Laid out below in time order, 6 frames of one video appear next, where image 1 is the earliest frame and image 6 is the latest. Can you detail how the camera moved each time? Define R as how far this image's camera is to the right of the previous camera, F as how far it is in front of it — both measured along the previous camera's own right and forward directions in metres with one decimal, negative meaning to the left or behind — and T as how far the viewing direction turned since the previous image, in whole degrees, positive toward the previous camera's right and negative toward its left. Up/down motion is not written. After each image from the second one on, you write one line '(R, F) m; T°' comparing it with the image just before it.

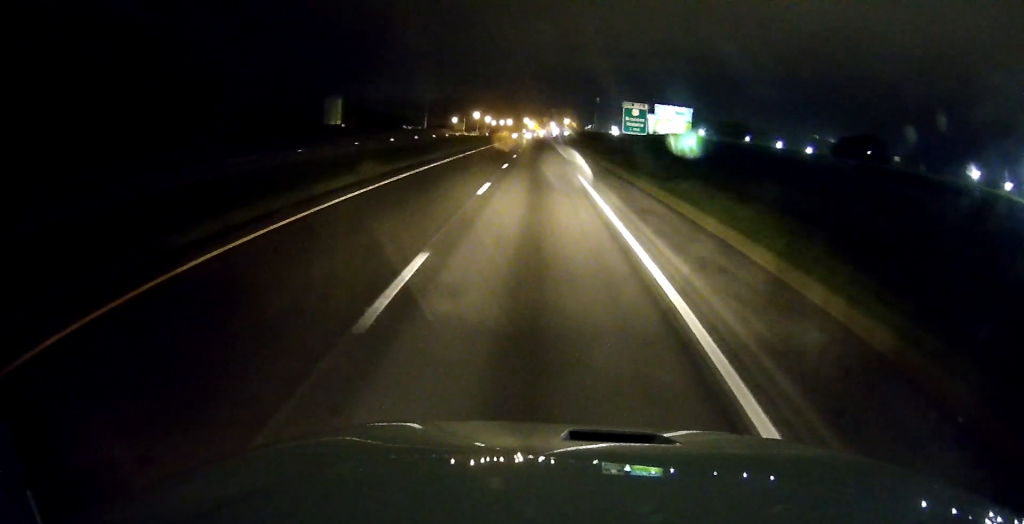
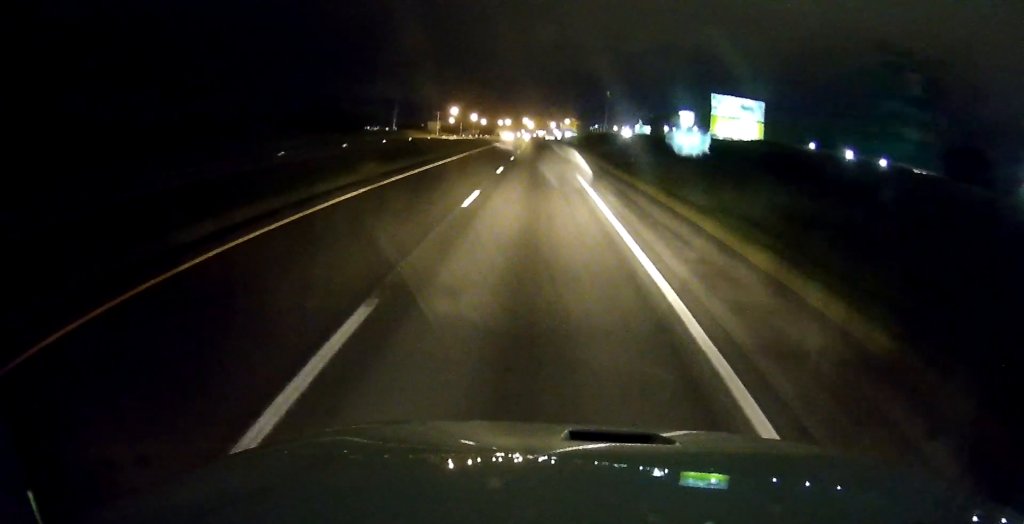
(-0.4, +63.5) m; 0°
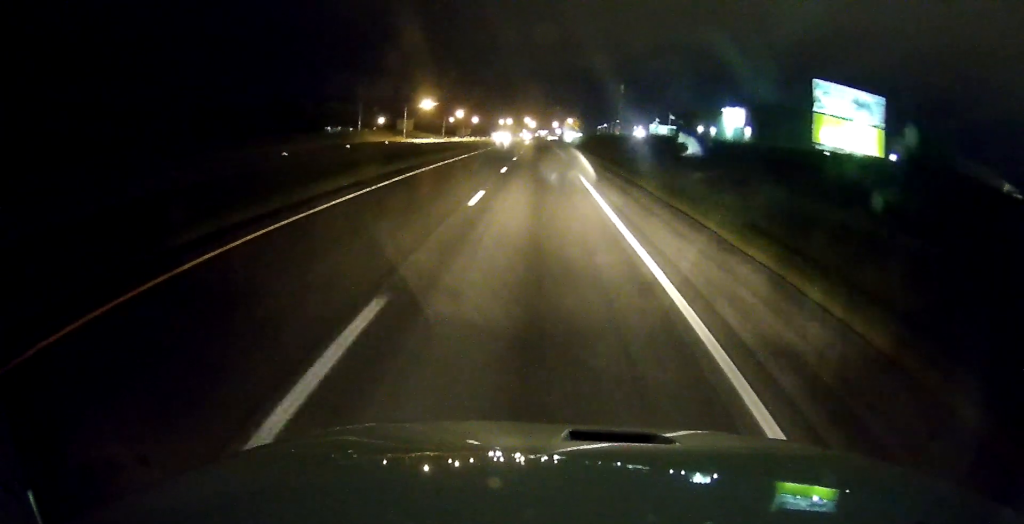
(0.0, +48.4) m; 0°
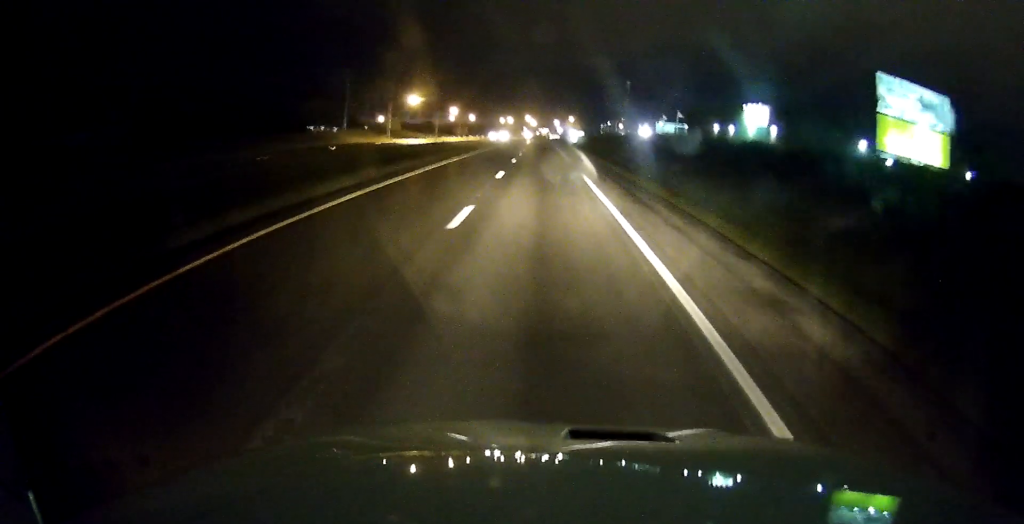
(0.0, +16.1) m; 0°
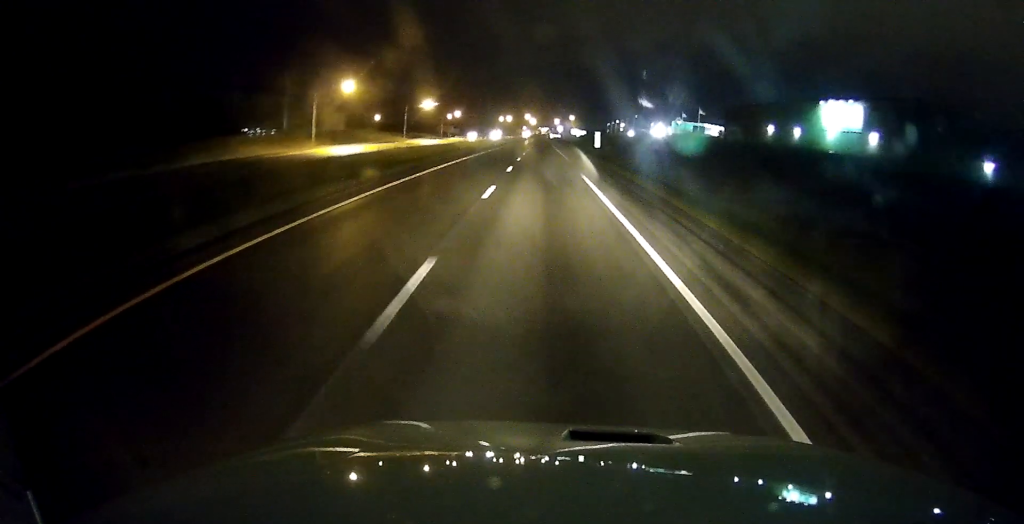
(0.0, +42.4) m; 0°
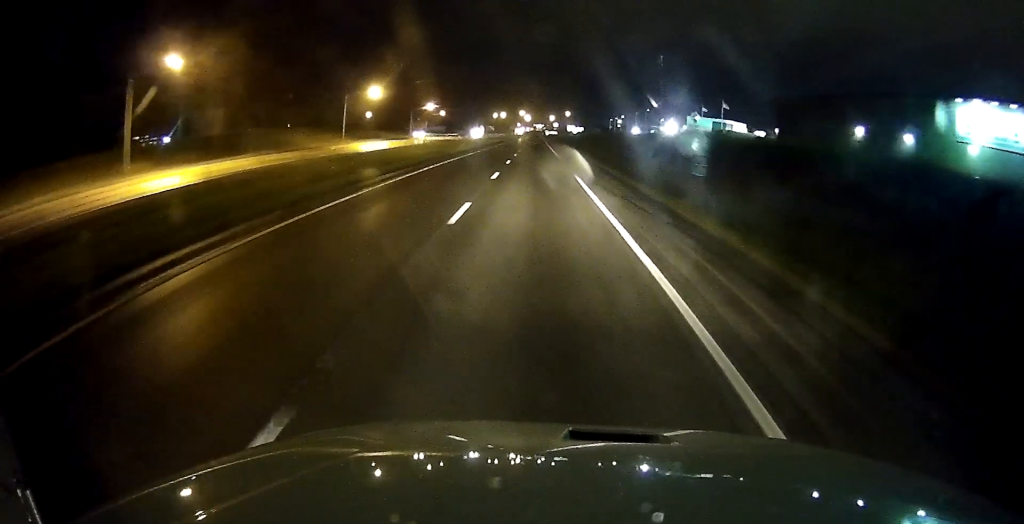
(0.0, +41.6) m; 0°
